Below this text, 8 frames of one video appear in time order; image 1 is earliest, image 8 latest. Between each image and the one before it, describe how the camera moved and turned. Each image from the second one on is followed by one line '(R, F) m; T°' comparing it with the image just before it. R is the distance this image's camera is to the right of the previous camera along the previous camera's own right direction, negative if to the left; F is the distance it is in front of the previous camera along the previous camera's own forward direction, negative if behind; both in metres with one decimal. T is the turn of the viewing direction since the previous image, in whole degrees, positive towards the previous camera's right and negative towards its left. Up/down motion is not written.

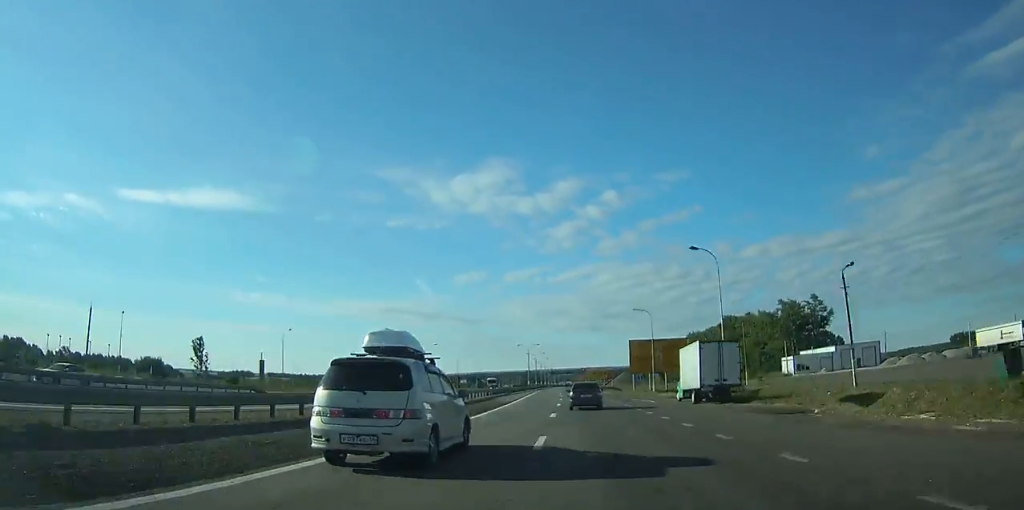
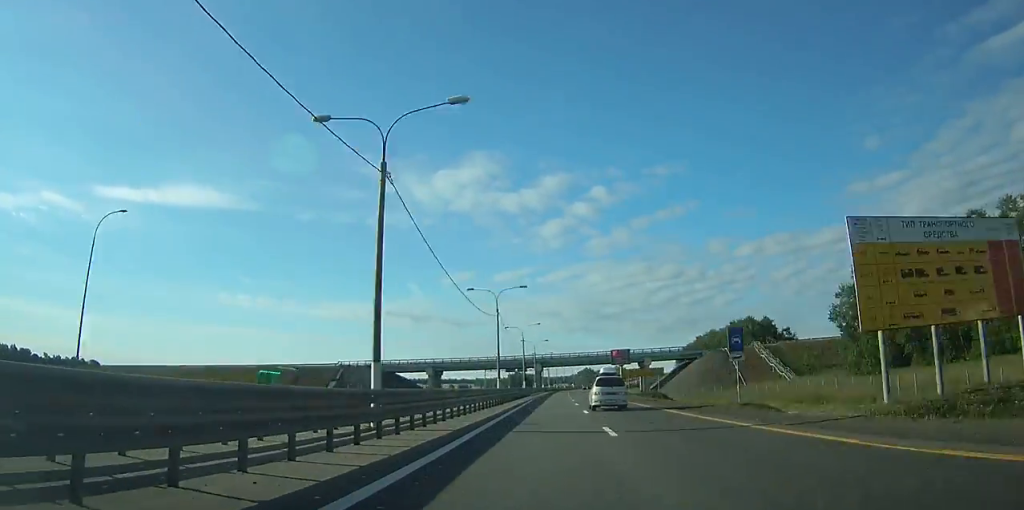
(+0.3, +162.8) m; +1°
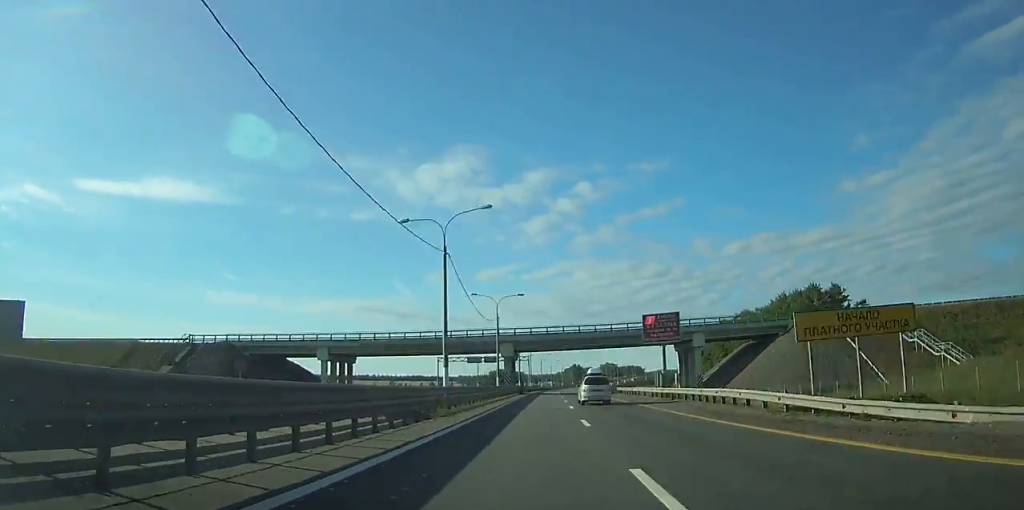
(+0.1, +57.1) m; +1°
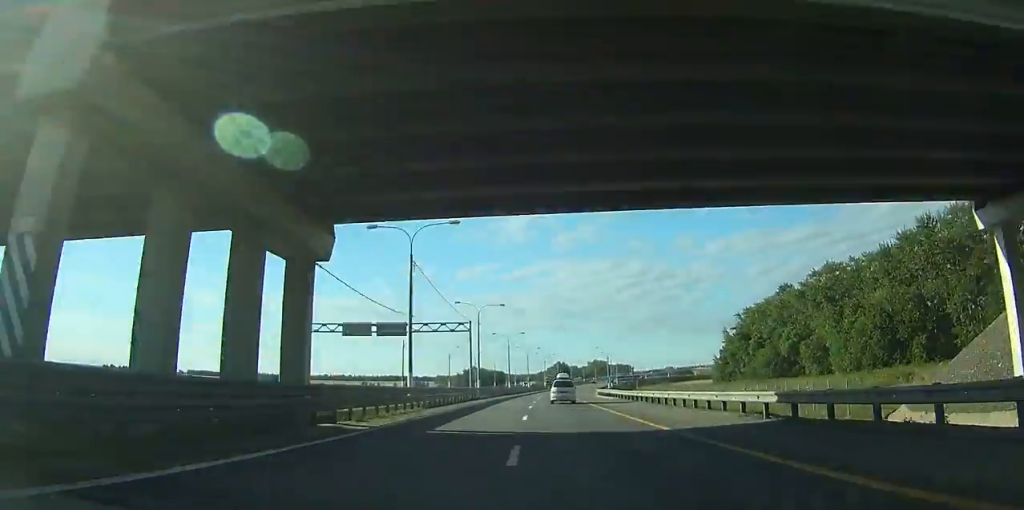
(+0.9, +66.3) m; +1°
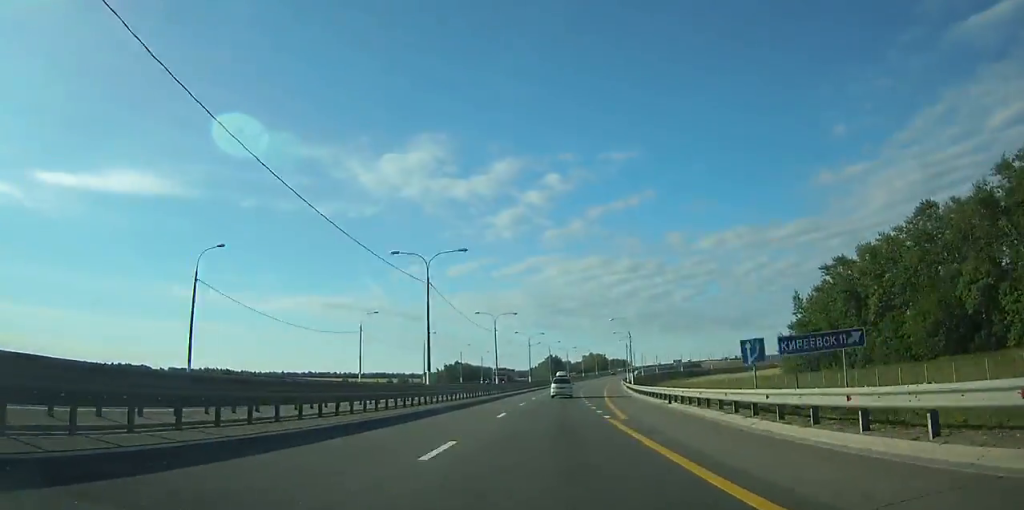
(+0.8, +56.5) m; +2°
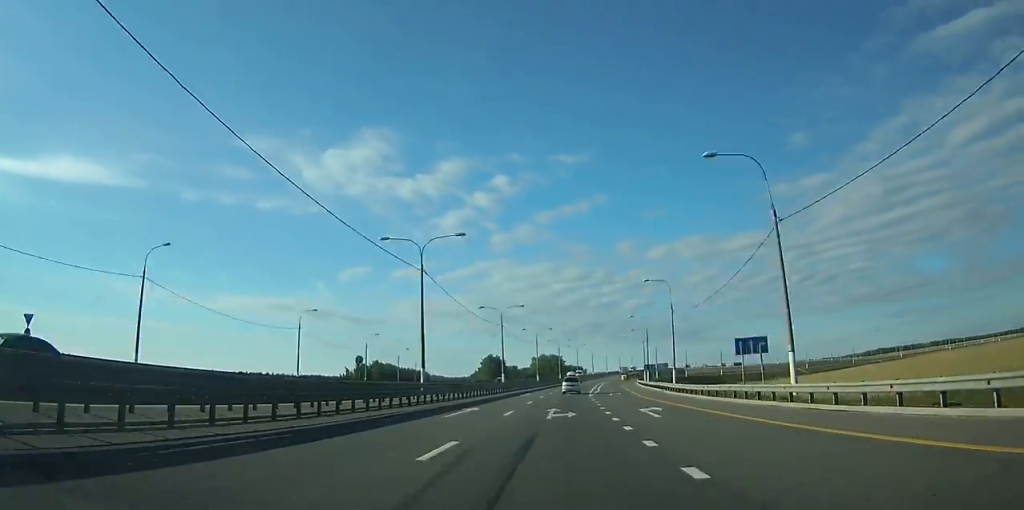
(+3.5, +97.7) m; +5°
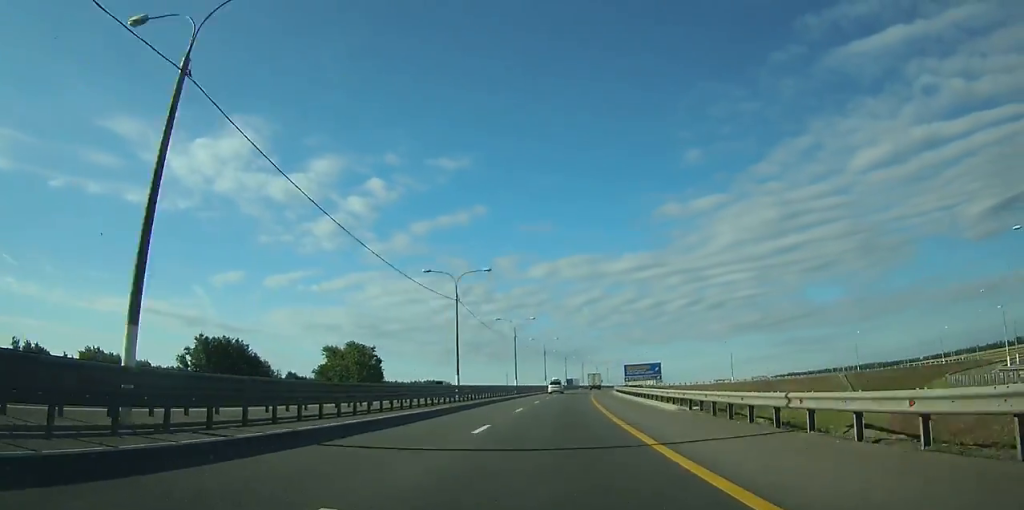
(+17.5, +198.1) m; +11°
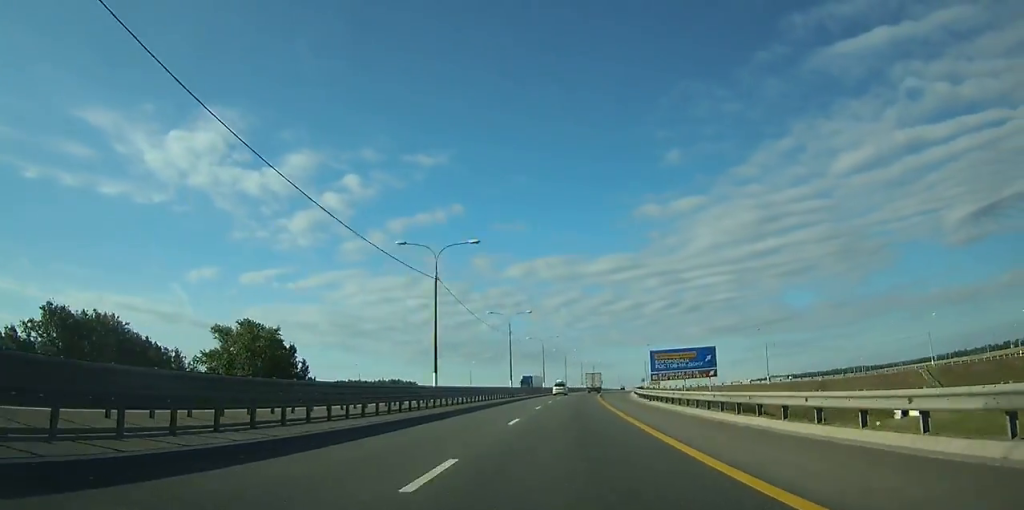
(+1.3, +46.4) m; +2°
